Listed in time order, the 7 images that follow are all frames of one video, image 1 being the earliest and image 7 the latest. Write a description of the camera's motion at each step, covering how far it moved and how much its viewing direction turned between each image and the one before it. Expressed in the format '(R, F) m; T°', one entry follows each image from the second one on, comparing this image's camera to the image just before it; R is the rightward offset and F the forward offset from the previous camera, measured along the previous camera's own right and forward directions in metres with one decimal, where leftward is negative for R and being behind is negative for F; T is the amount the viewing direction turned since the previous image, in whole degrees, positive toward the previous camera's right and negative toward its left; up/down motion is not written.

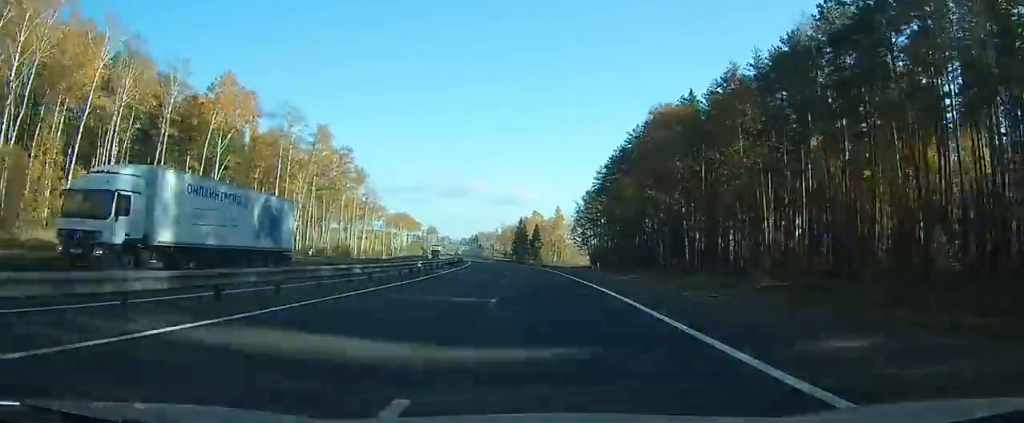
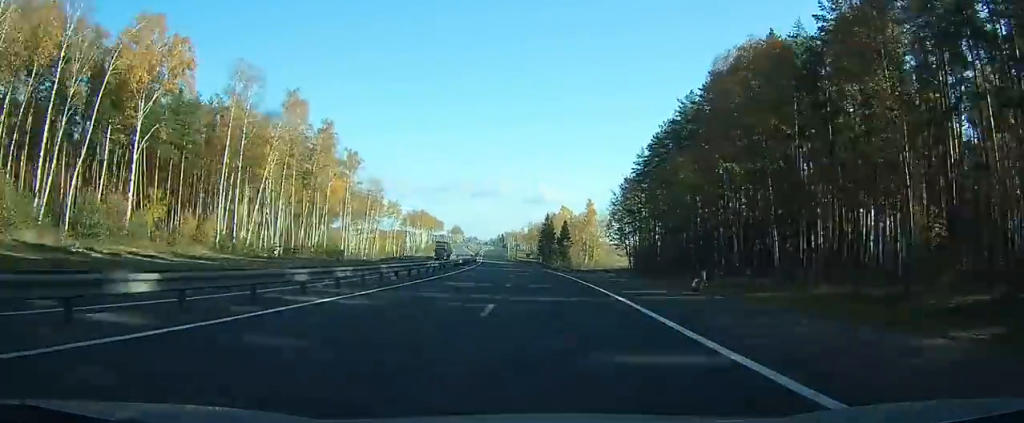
(-1.0, +26.4) m; -3°
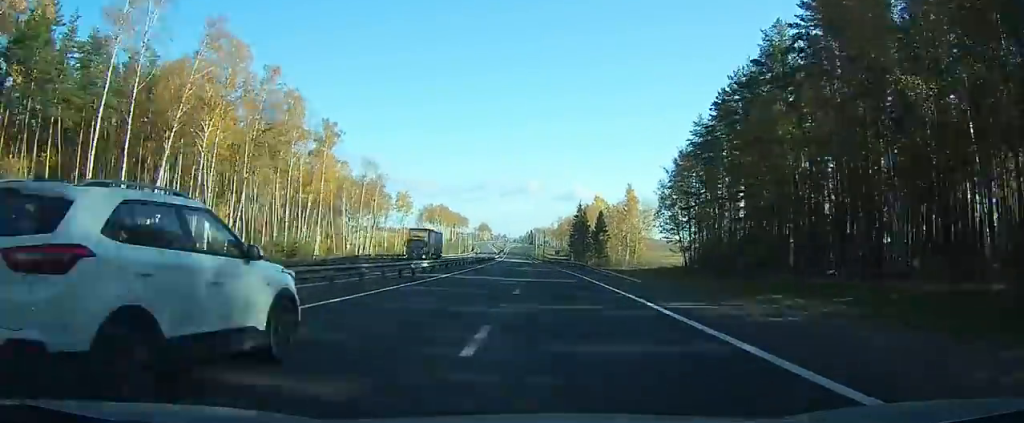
(-0.5, +30.0) m; -3°
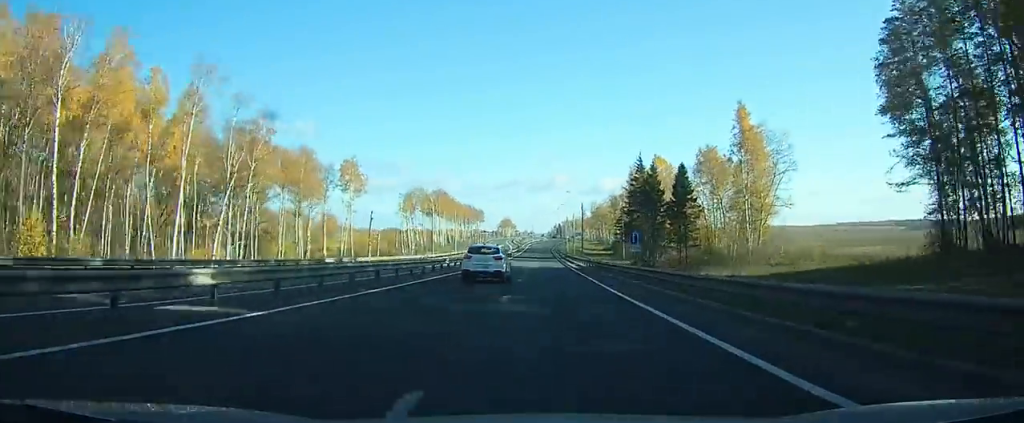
(-3.2, +75.9) m; -3°
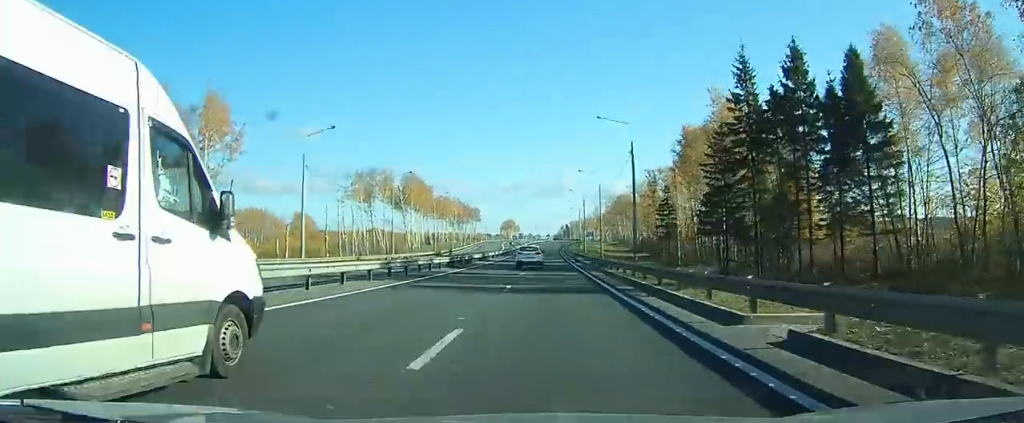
(-0.6, +54.0) m; -1°
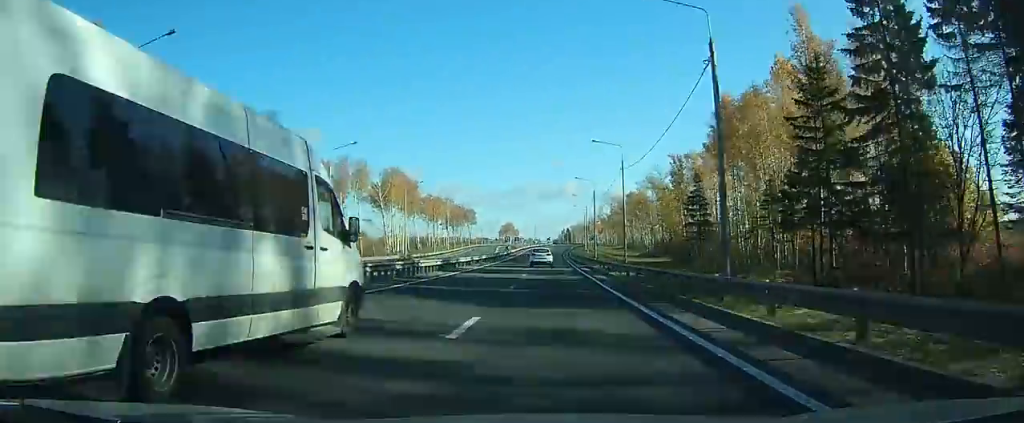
(-0.1, +22.3) m; 0°
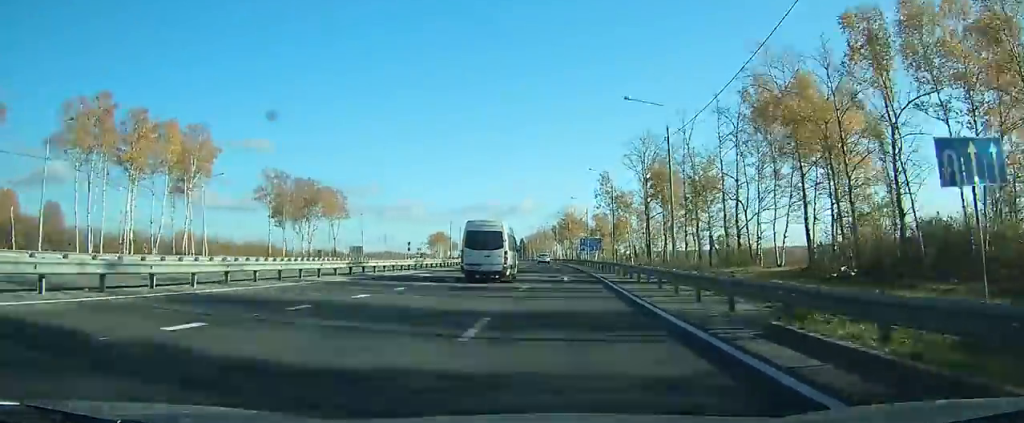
(+3.0, +175.7) m; +3°
